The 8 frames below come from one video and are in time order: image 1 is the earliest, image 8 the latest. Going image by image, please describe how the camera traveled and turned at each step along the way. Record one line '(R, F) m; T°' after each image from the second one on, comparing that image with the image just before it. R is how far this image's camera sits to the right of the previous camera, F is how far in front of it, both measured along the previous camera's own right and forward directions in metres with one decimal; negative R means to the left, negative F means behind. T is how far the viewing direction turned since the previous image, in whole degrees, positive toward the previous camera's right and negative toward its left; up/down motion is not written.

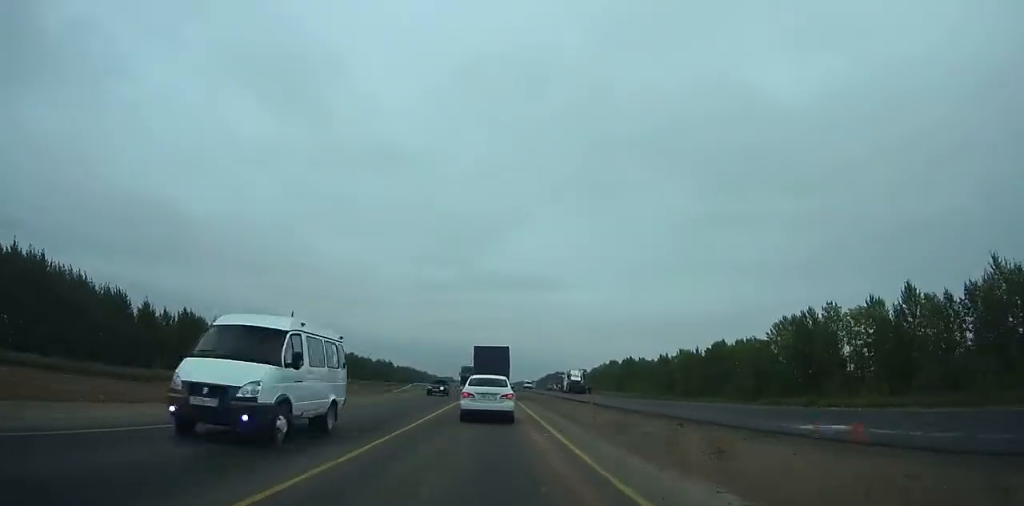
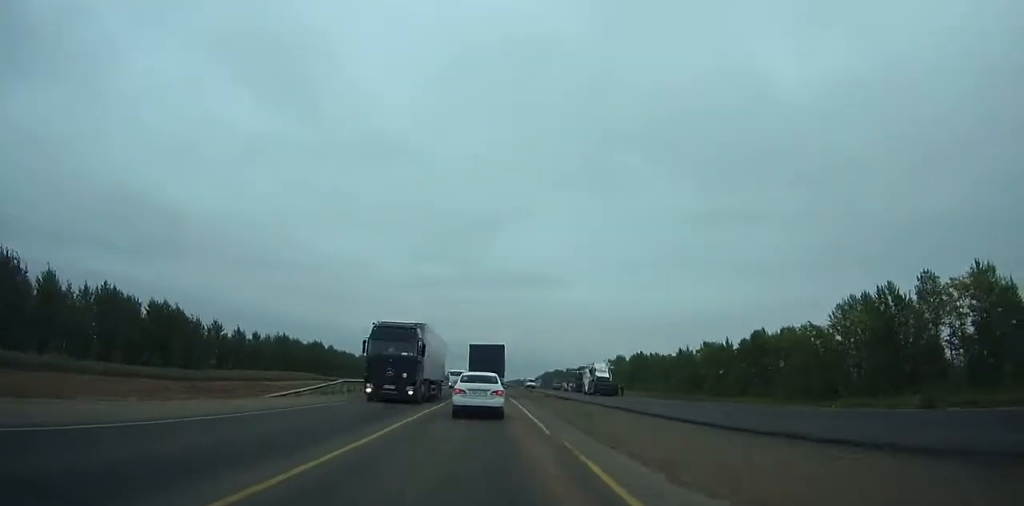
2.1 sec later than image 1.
(-0.1, +28.4) m; 0°
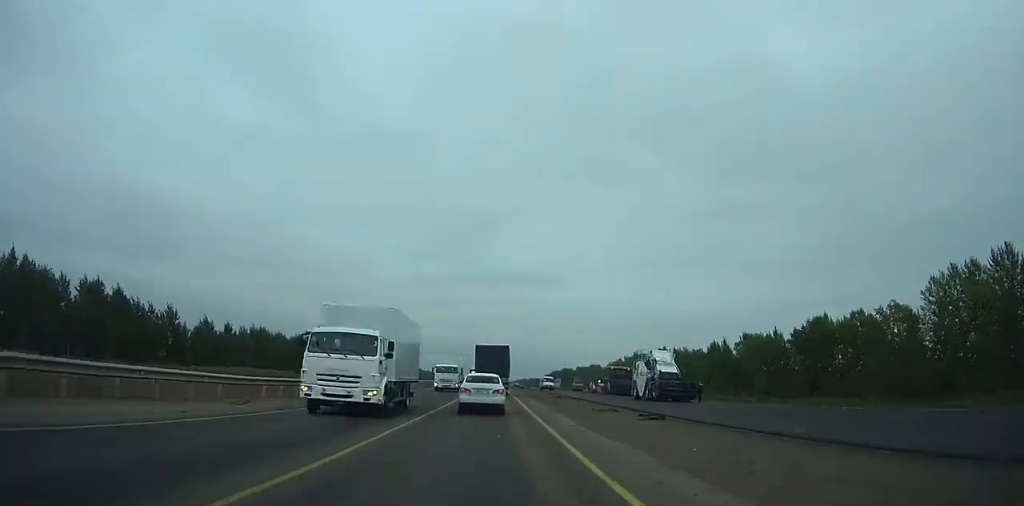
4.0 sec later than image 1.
(+0.1, +26.4) m; 0°
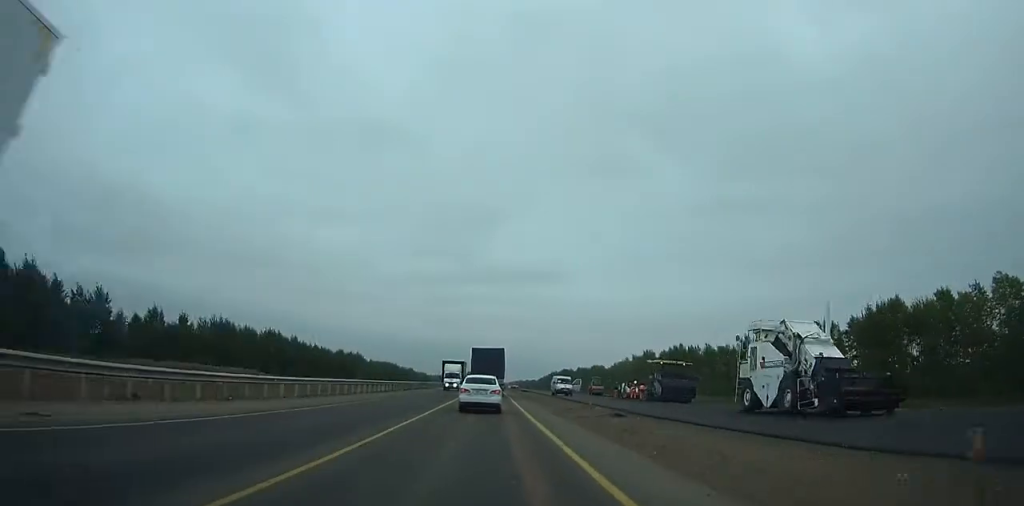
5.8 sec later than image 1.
(+0.1, +25.3) m; 0°
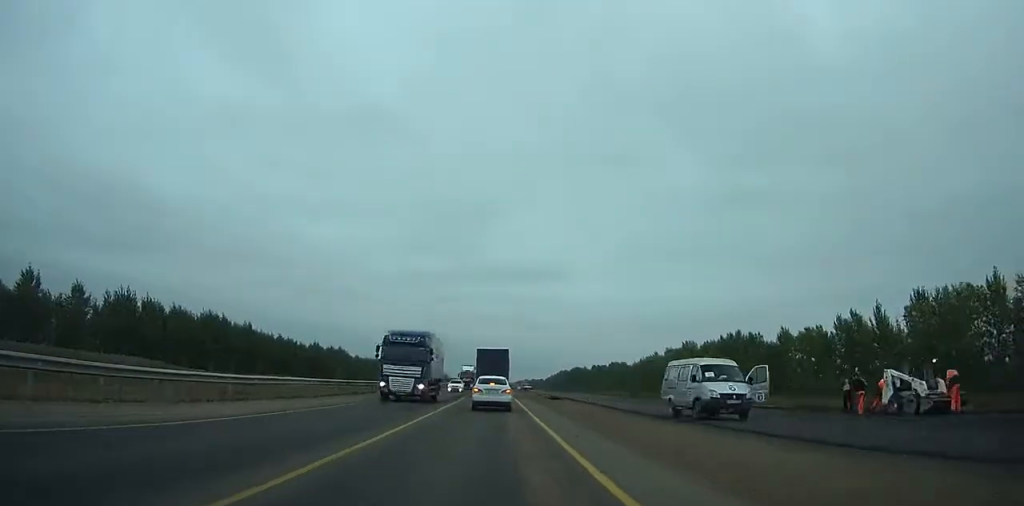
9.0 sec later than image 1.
(-0.2, +46.0) m; 0°
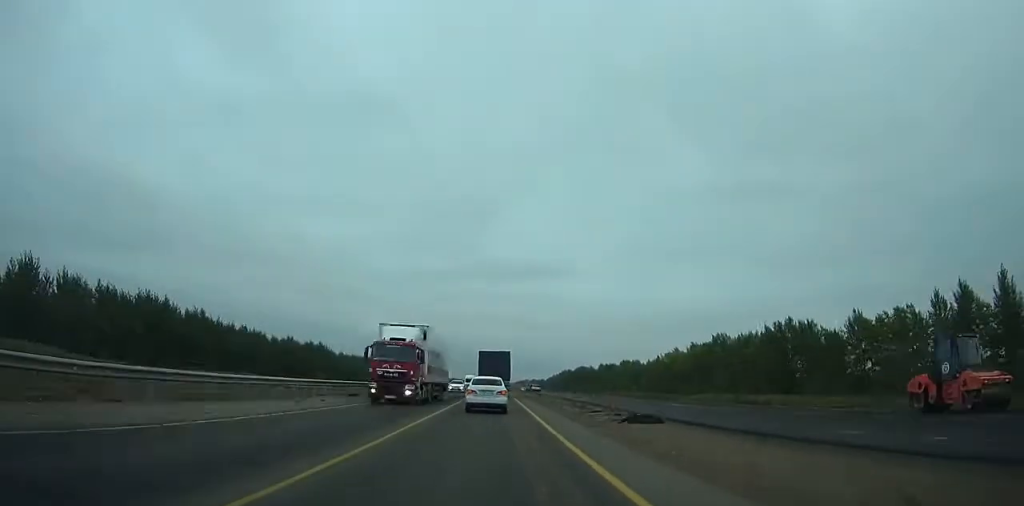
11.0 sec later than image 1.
(-0.1, +29.1) m; 0°
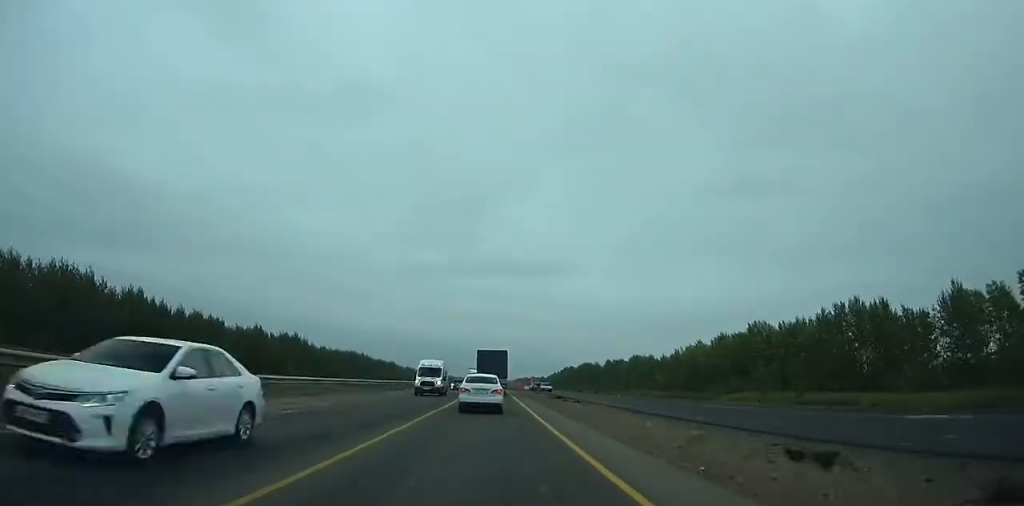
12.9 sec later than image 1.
(+0.1, +27.8) m; 0°
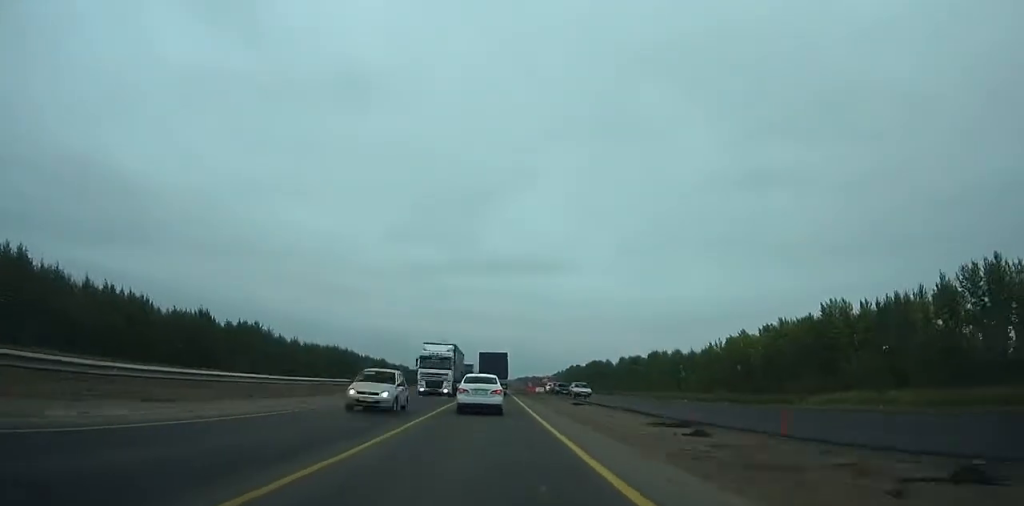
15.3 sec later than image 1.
(+0.2, +35.1) m; 0°
